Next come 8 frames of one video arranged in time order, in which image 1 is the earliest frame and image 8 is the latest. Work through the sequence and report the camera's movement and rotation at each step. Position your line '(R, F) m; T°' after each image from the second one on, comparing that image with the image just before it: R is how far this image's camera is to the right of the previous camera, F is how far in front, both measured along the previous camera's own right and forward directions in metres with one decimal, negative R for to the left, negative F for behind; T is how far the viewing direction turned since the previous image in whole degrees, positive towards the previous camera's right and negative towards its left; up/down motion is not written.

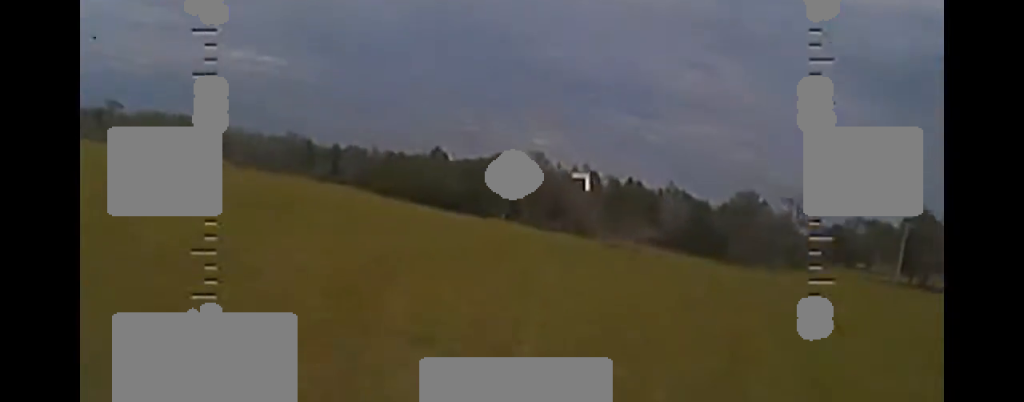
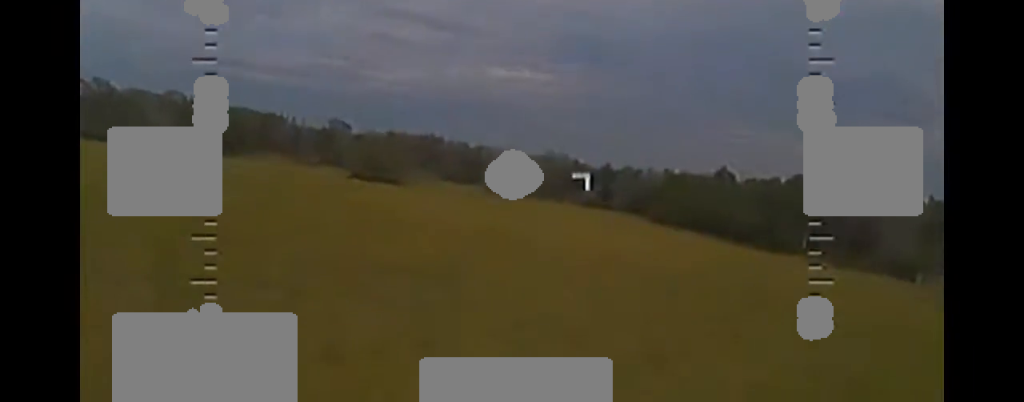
(-4.5, +19.9) m; -36°
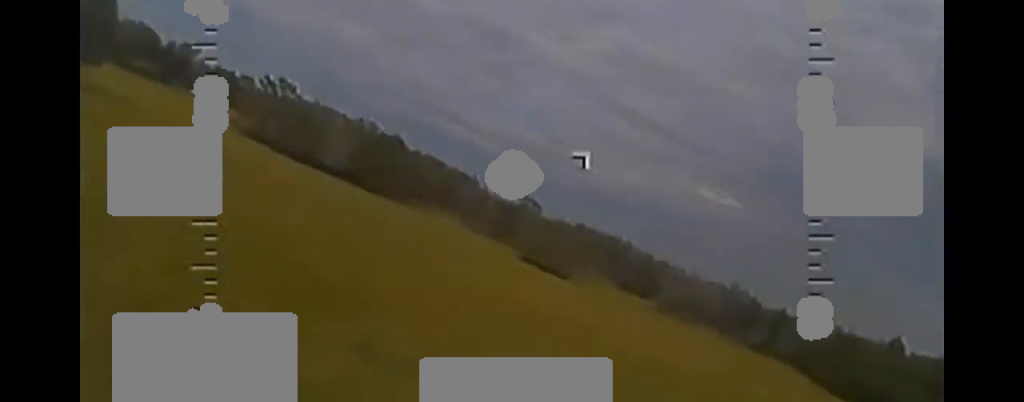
(-2.8, +9.7) m; -18°
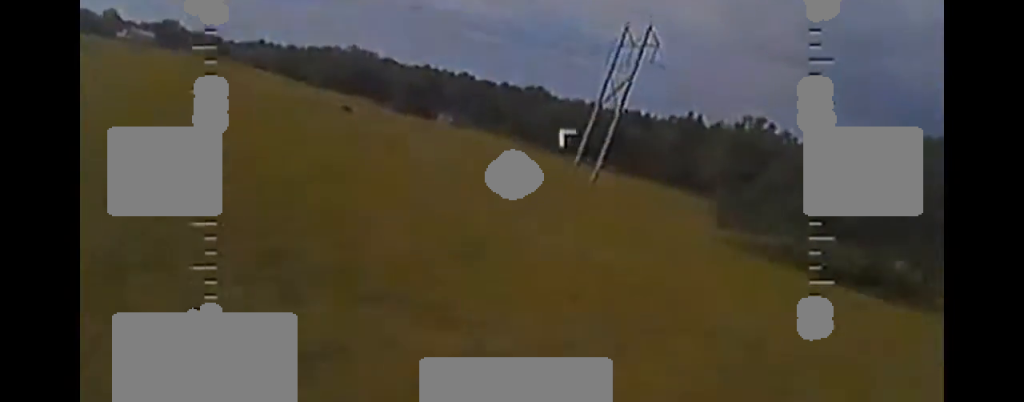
(-9.7, +23.8) m; -59°
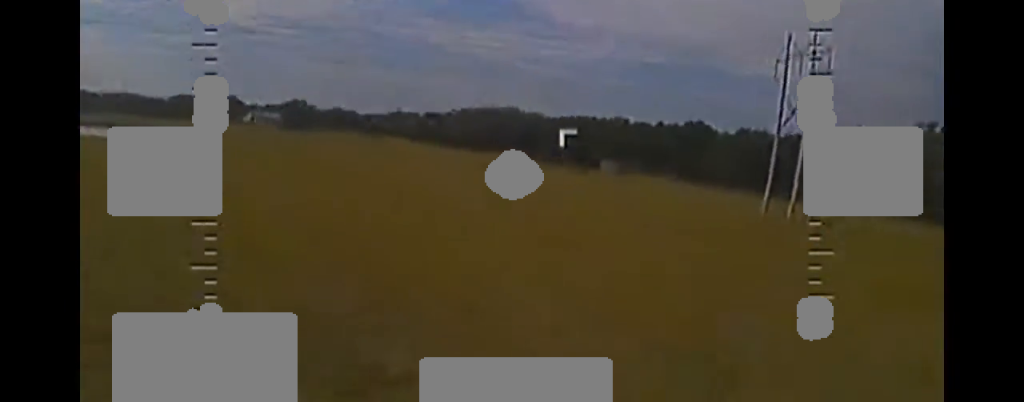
(-1.4, +8.5) m; -14°
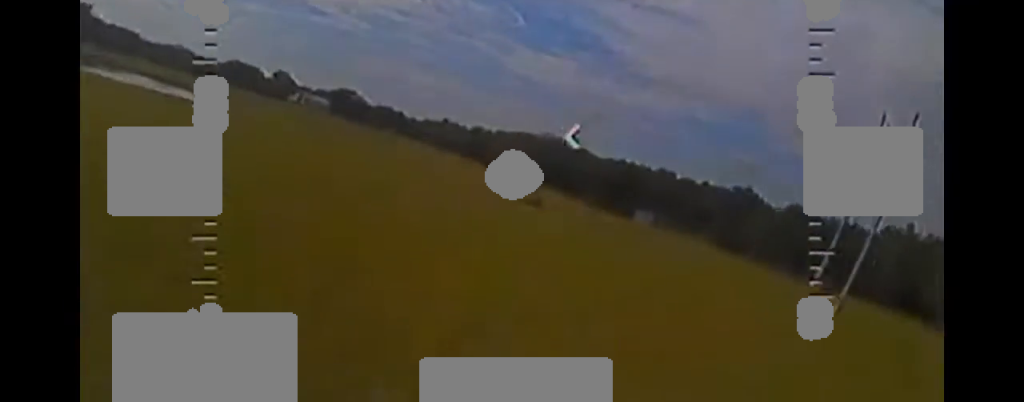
(-0.1, +6.6) m; -6°
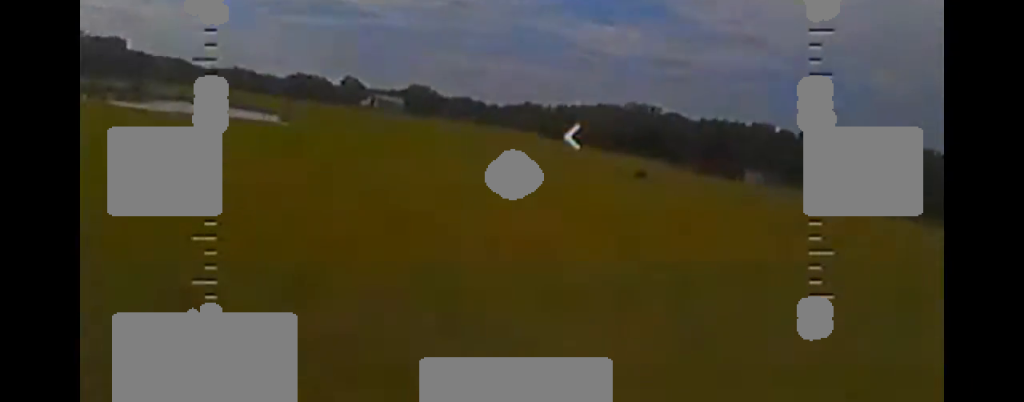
(-0.4, +6.8) m; -4°
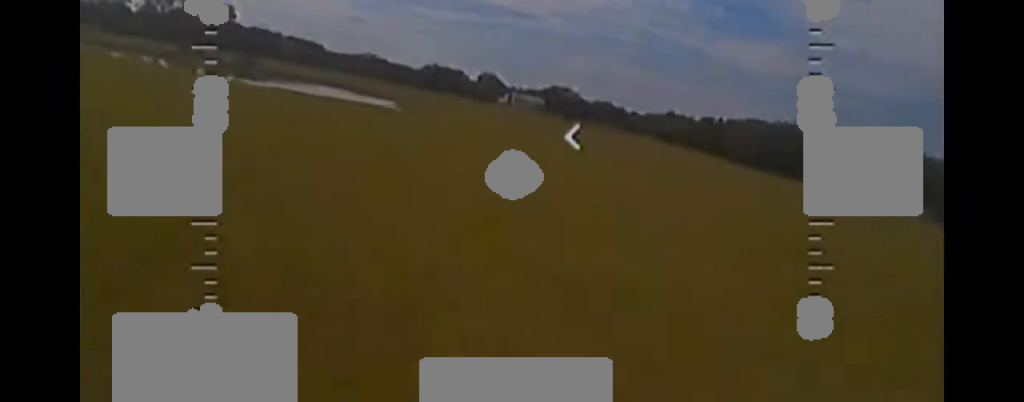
(-1.1, +12.6) m; -5°
